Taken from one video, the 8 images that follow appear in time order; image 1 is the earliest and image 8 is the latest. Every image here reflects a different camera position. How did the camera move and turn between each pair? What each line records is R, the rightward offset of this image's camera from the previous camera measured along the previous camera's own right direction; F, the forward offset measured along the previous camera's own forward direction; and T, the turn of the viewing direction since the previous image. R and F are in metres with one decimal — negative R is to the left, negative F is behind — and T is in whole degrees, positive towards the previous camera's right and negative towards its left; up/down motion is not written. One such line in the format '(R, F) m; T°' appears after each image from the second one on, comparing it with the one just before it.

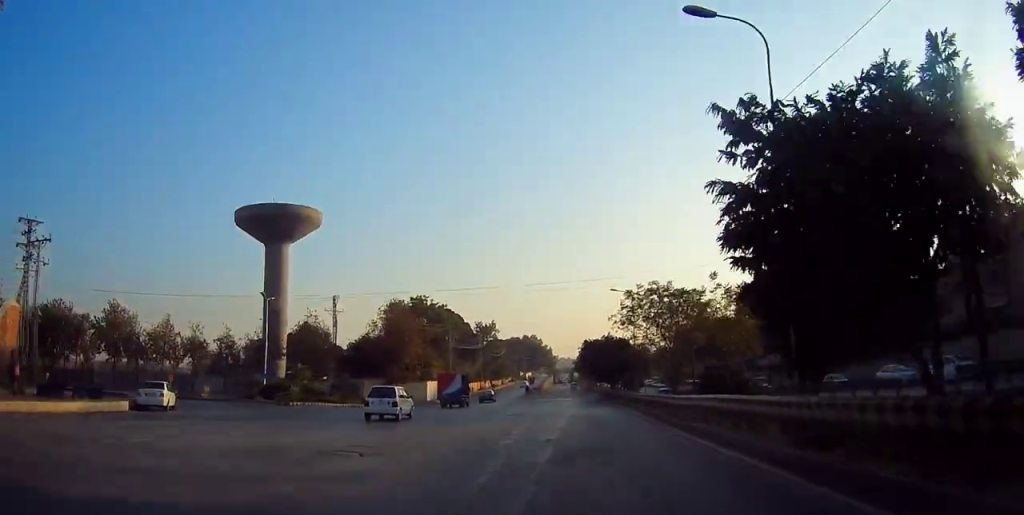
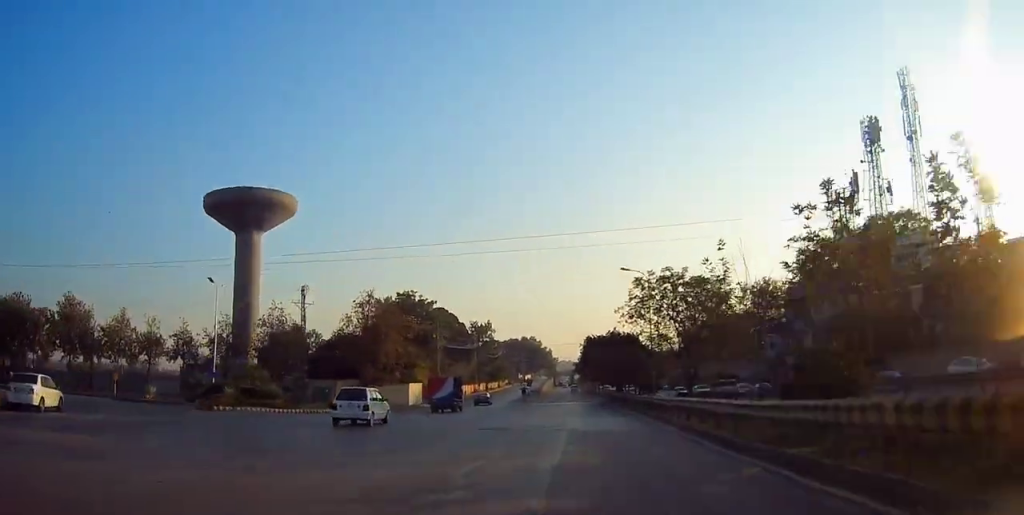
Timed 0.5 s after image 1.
(0.0, +9.8) m; 0°
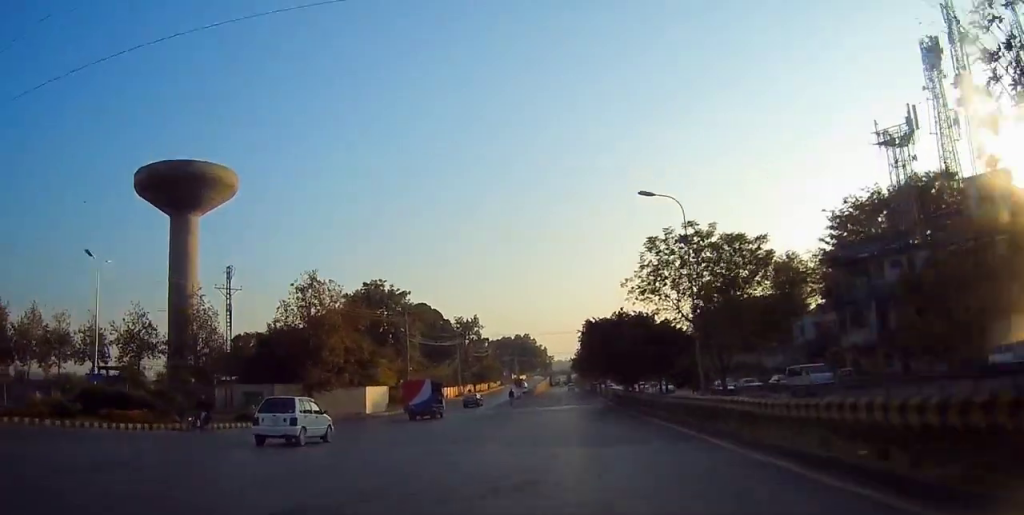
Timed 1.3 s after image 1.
(+0.3, +15.4) m; 0°
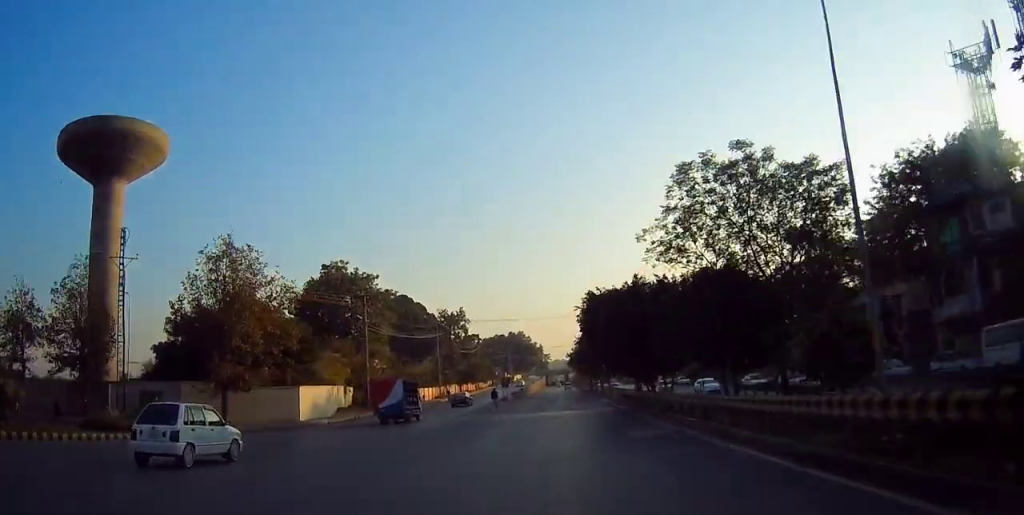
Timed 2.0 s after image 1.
(-0.3, +15.0) m; -1°
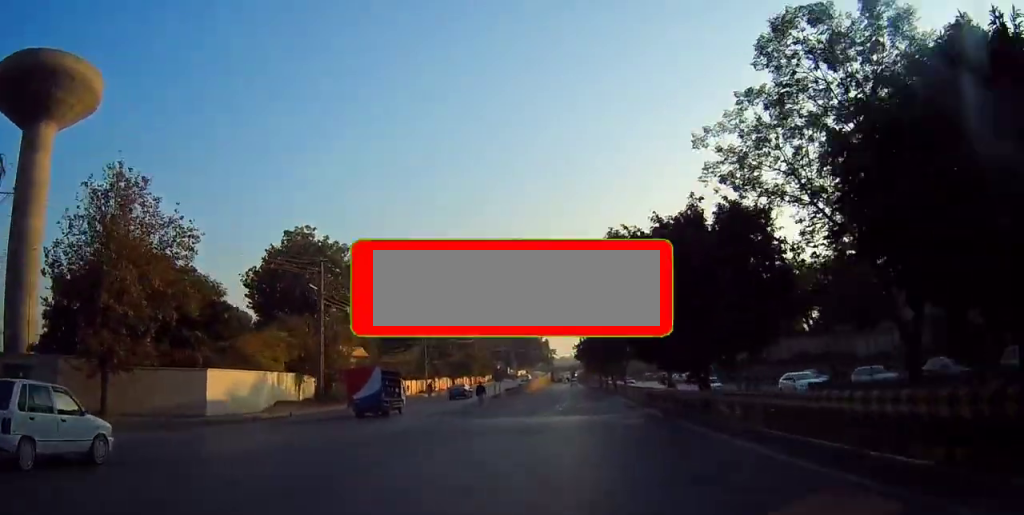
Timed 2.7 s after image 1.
(-0.1, +14.5) m; -1°
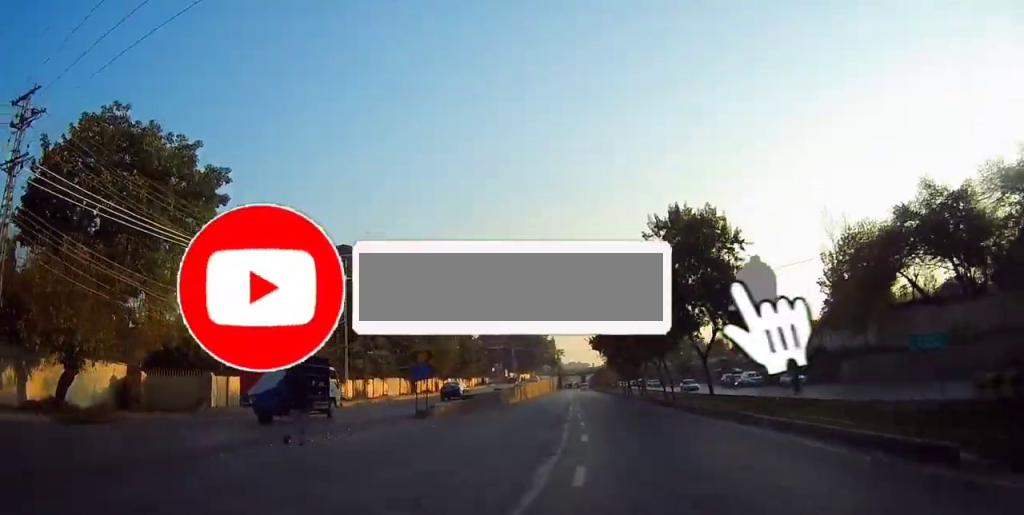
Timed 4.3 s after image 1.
(0.0, +33.7) m; 0°
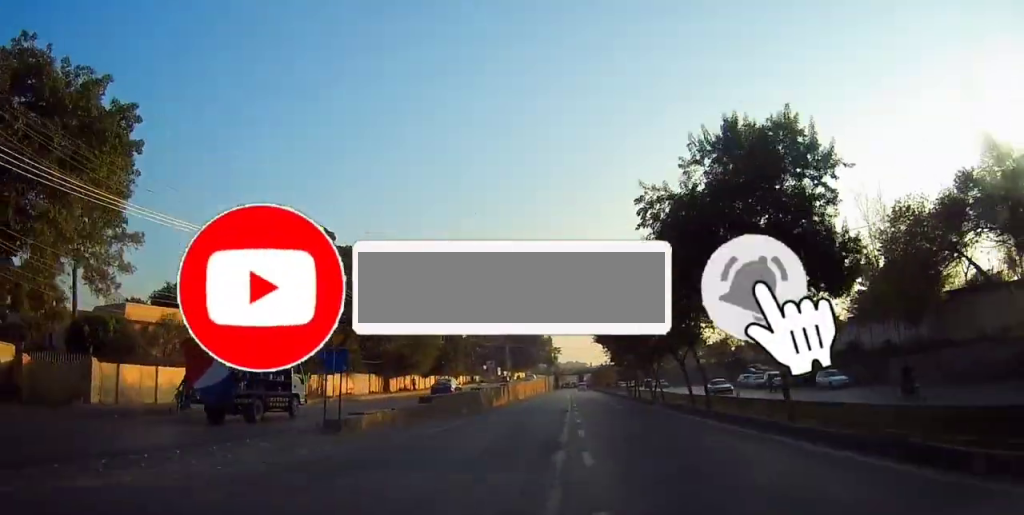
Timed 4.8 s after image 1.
(0.0, +9.9) m; 0°
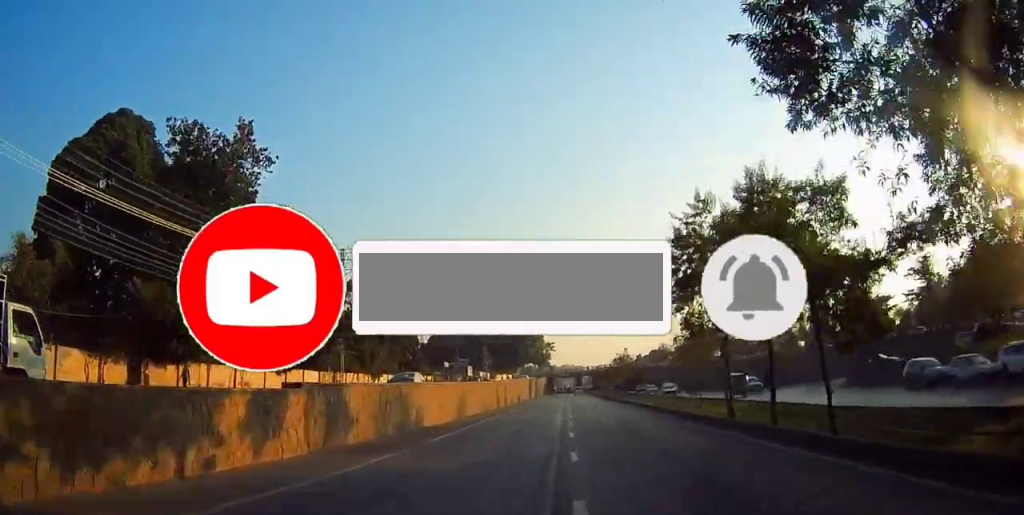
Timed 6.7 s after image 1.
(-0.1, +40.7) m; 0°
